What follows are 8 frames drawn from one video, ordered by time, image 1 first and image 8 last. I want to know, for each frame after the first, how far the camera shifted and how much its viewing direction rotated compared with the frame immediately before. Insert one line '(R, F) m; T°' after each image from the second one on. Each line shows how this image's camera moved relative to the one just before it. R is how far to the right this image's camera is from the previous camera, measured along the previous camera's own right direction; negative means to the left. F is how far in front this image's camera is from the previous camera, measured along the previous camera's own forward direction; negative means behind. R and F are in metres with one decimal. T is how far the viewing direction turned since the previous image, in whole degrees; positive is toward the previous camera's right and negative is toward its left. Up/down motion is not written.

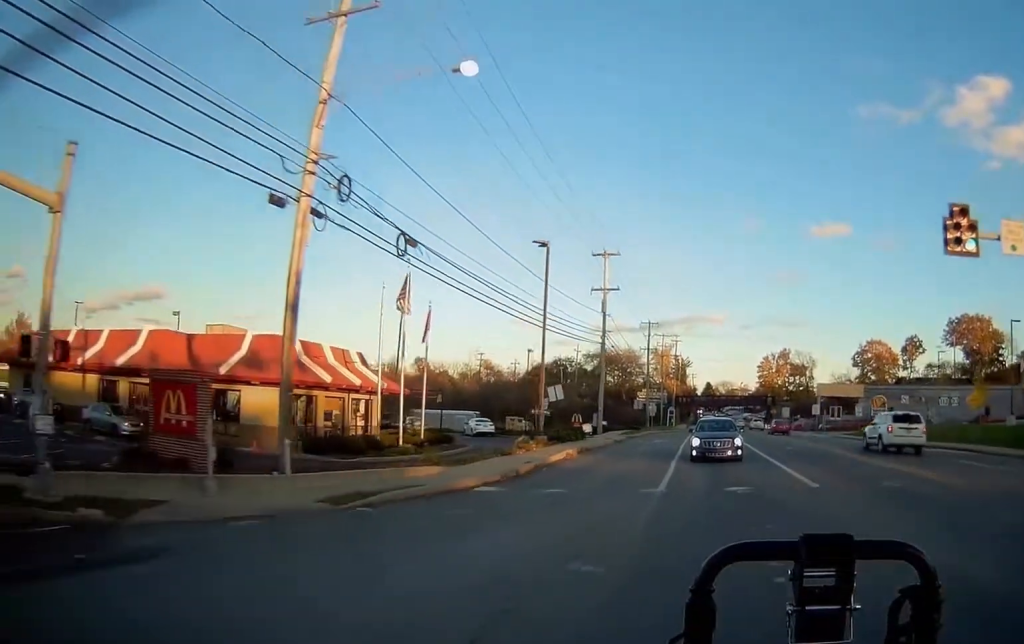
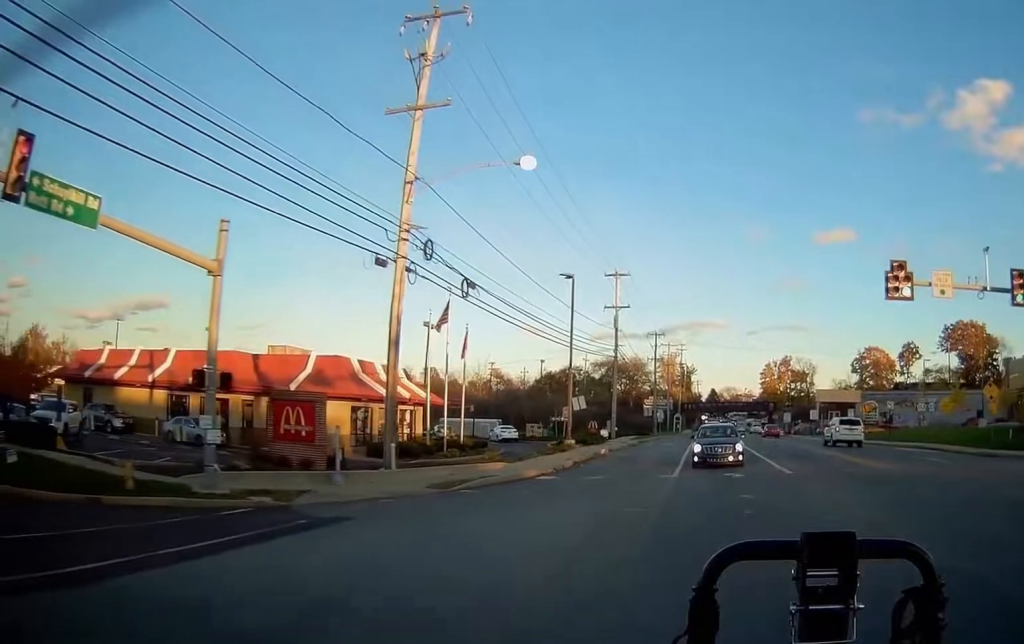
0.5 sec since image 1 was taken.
(+0.1, +6.1) m; 0°
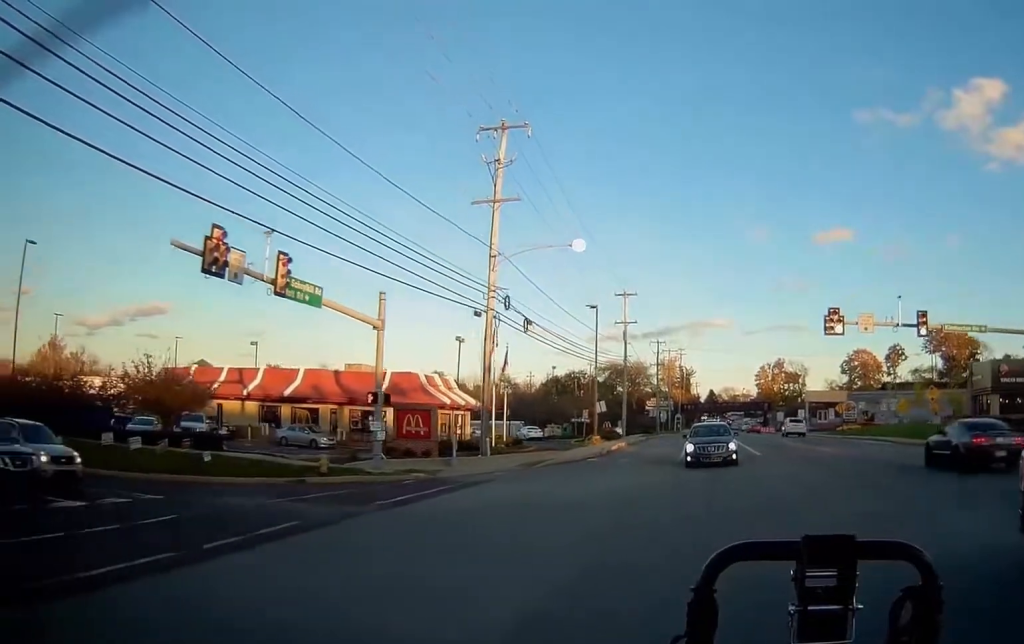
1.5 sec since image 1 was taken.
(-0.2, +11.7) m; -2°
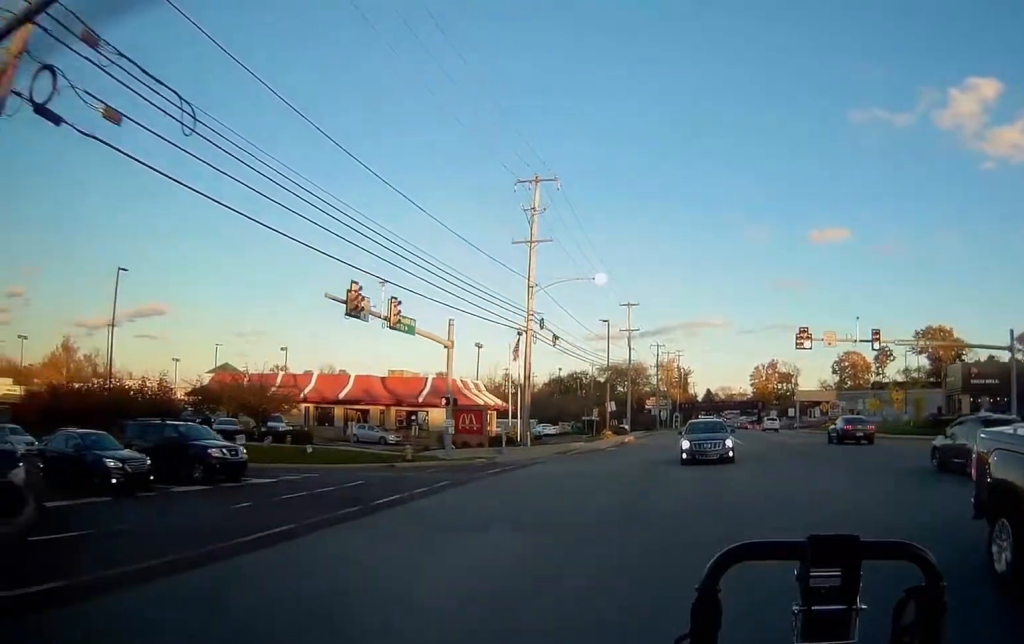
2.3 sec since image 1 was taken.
(-0.1, +9.0) m; 0°
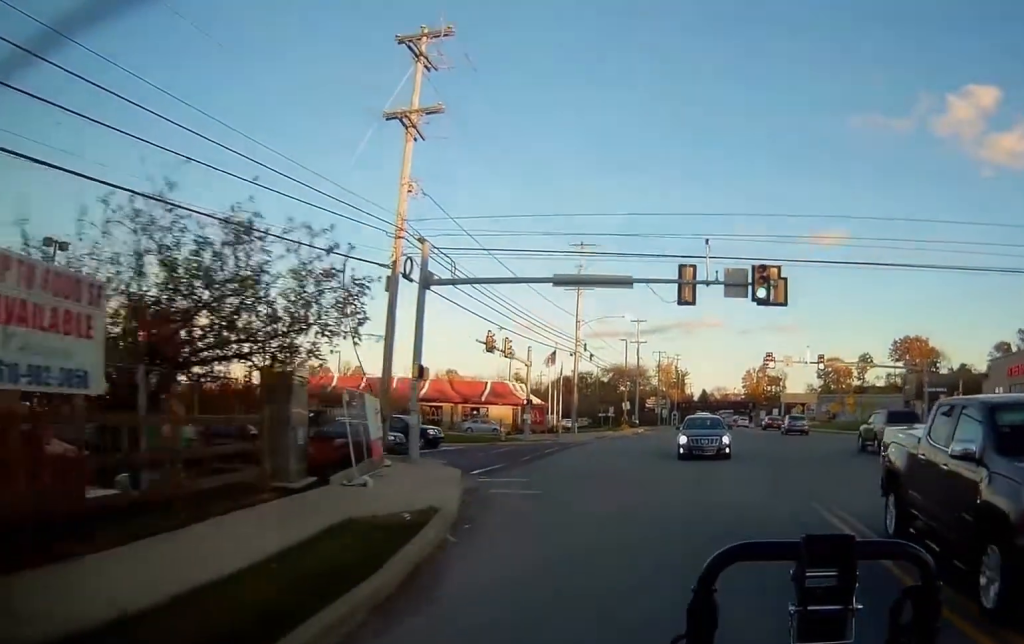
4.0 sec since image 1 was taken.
(+0.1, +17.8) m; +1°
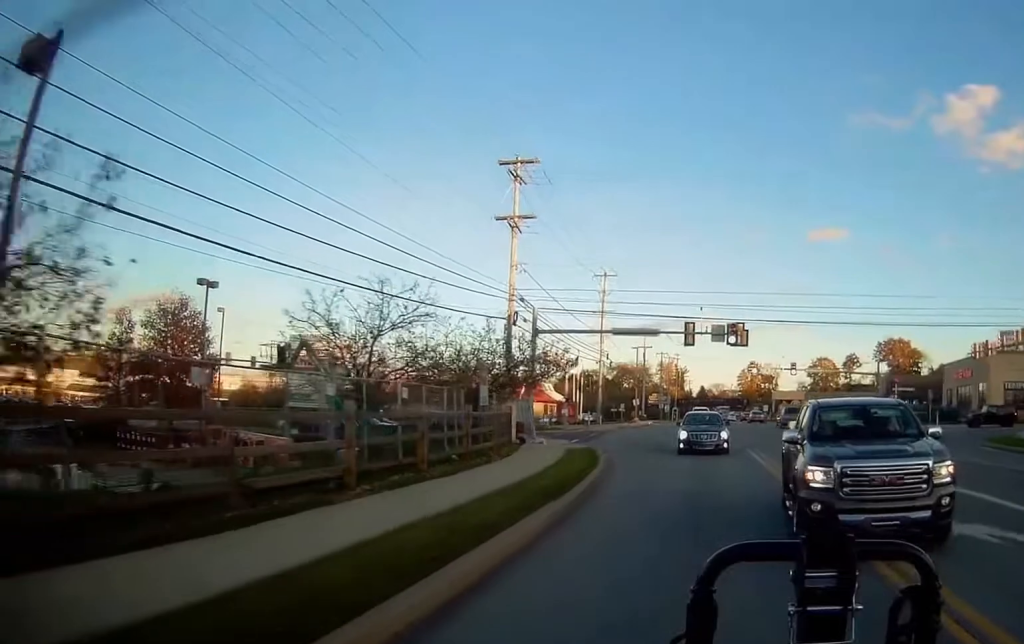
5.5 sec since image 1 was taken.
(+0.3, +16.0) m; +1°
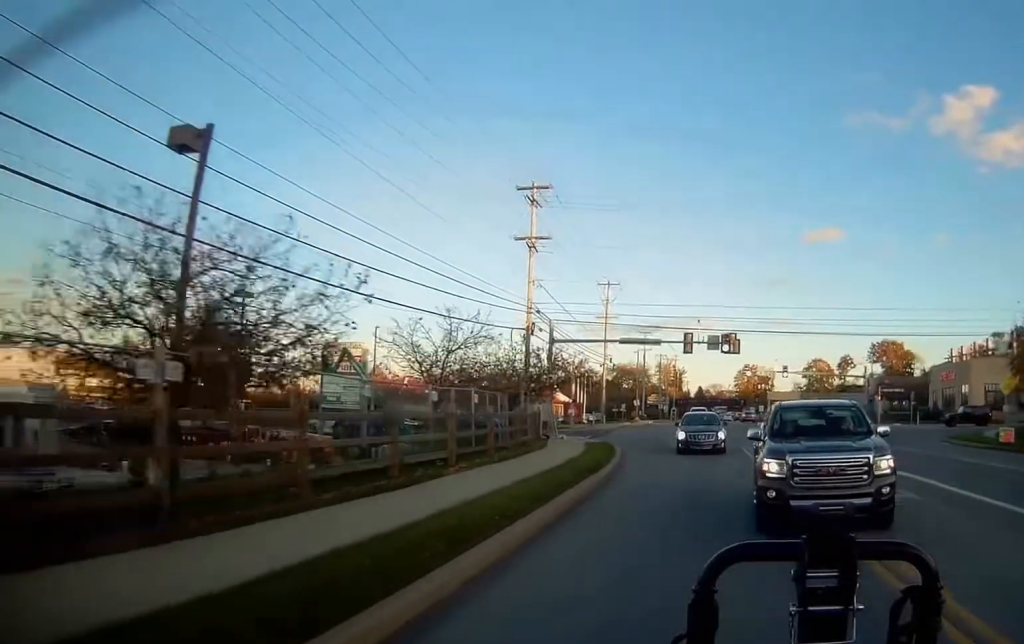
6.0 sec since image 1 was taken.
(-0.1, +4.8) m; -1°
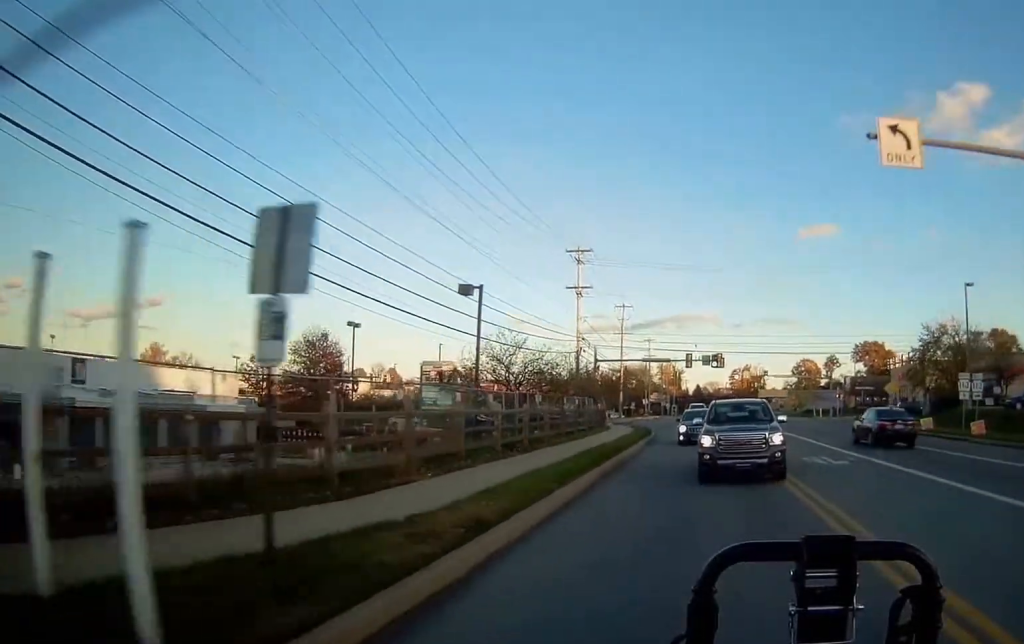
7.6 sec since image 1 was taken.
(-0.2, +18.6) m; +1°
